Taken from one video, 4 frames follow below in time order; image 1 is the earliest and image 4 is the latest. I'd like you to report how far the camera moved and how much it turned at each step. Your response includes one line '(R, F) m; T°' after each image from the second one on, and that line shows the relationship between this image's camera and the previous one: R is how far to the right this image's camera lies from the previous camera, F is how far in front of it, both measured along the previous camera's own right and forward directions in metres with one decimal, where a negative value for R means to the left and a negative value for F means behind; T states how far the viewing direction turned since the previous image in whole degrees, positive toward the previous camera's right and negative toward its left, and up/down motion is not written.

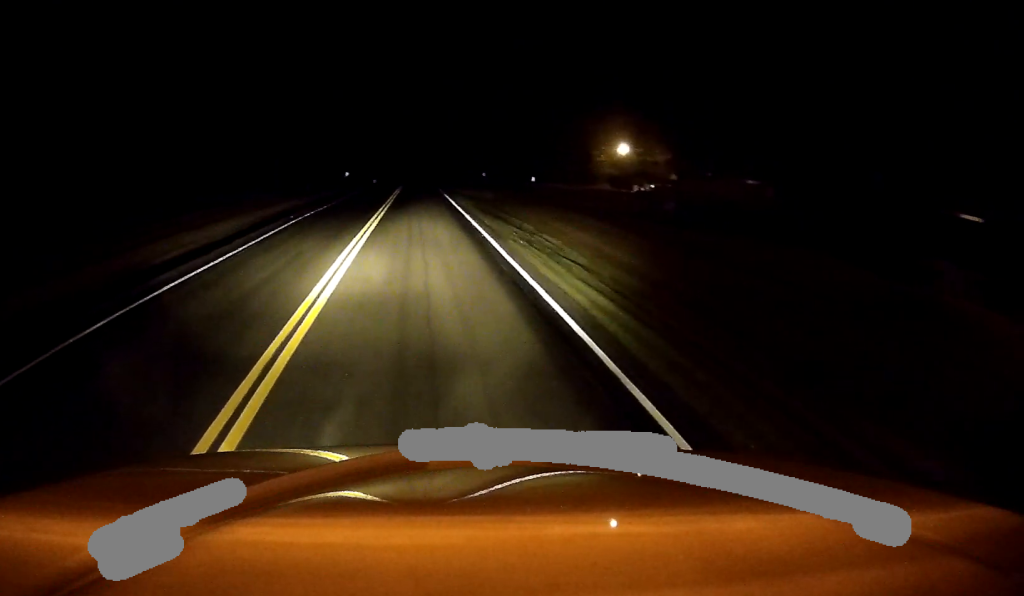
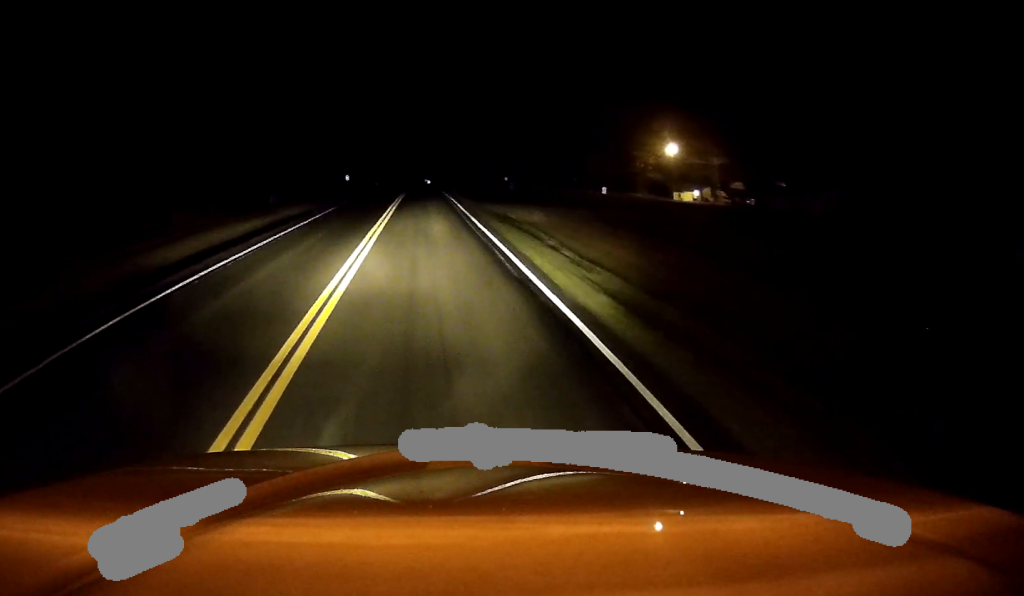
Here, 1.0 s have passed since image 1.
(-0.1, +25.2) m; 0°
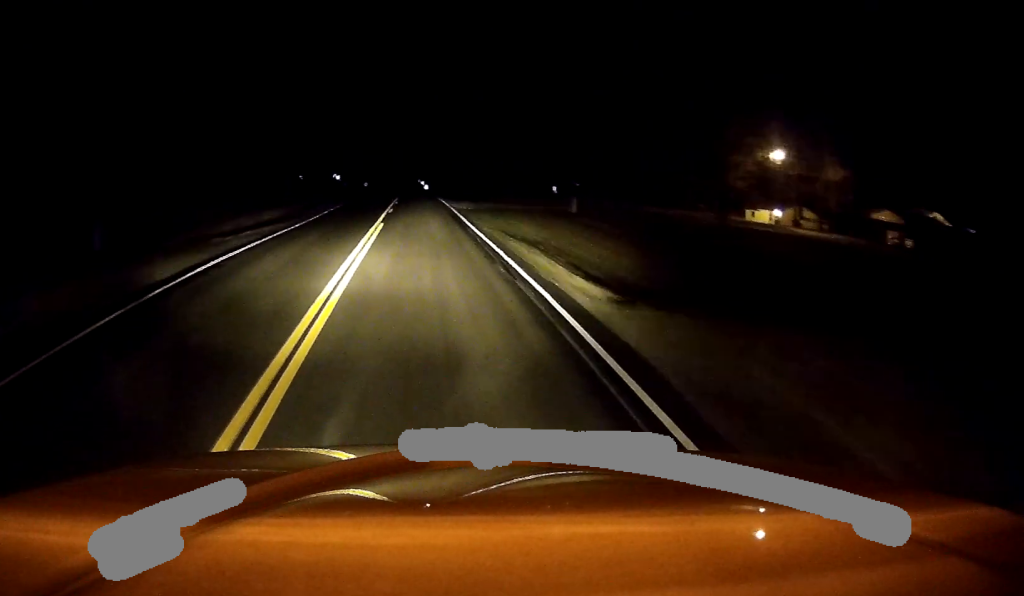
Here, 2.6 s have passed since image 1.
(+0.4, +35.9) m; +1°
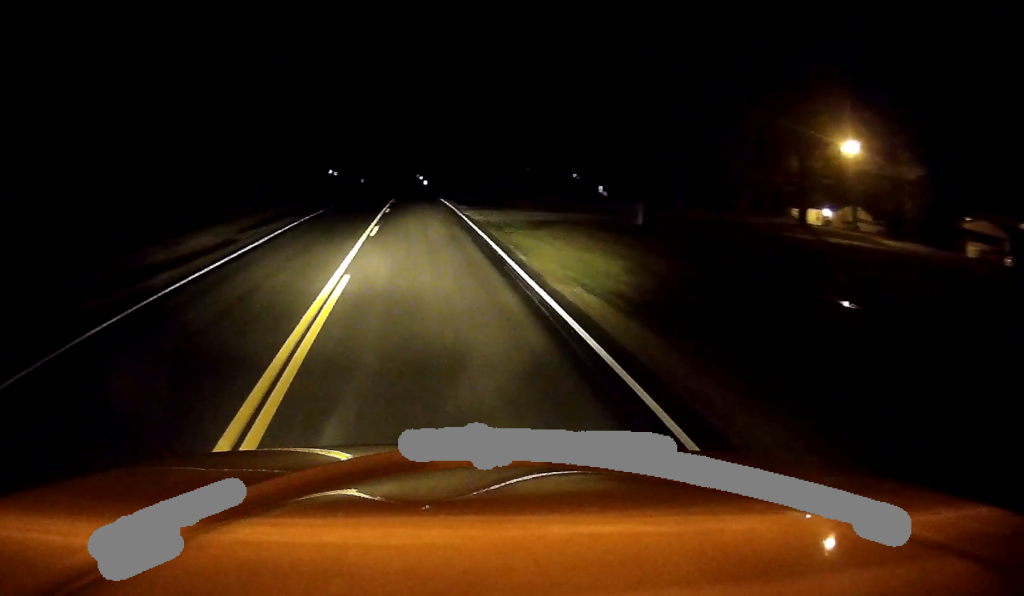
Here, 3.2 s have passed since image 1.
(0.0, +14.7) m; -1°
